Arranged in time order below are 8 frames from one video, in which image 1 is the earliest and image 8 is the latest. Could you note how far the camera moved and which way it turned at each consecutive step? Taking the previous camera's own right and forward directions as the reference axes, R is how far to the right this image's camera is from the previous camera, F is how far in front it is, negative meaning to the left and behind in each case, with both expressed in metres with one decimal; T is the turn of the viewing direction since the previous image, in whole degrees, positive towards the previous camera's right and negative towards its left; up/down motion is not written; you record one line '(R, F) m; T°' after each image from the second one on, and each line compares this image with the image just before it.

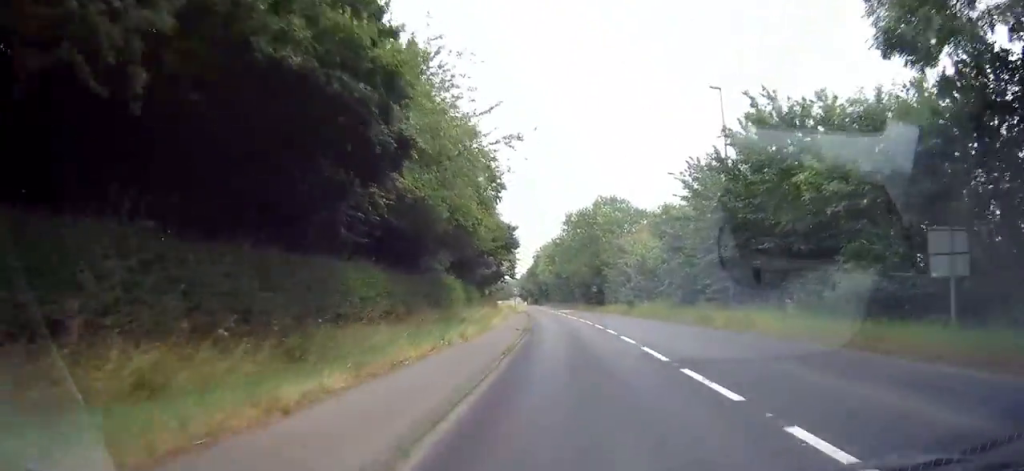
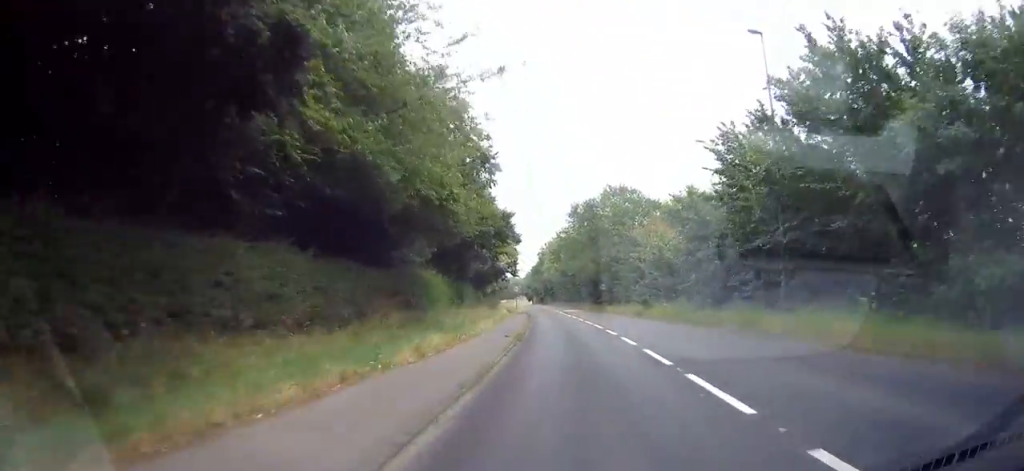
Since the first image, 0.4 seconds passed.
(0.0, +6.9) m; 0°
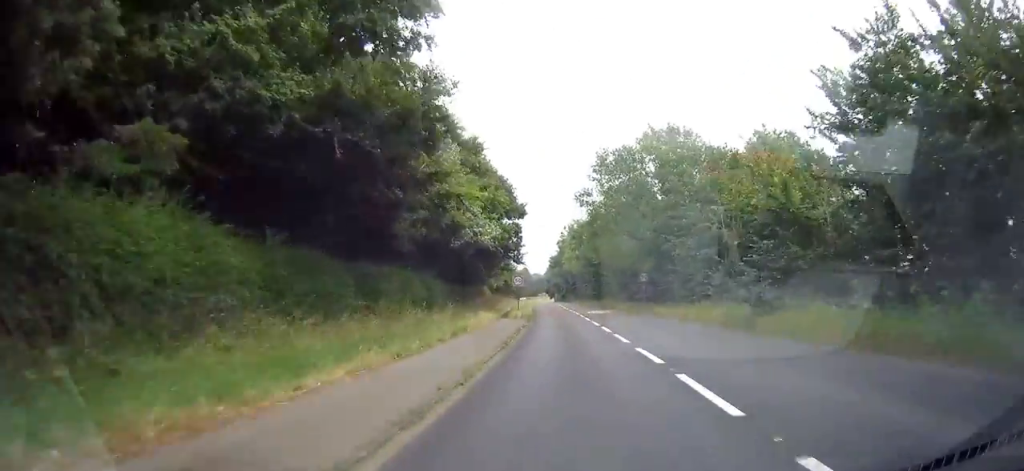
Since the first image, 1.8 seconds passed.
(-0.2, +24.4) m; -2°
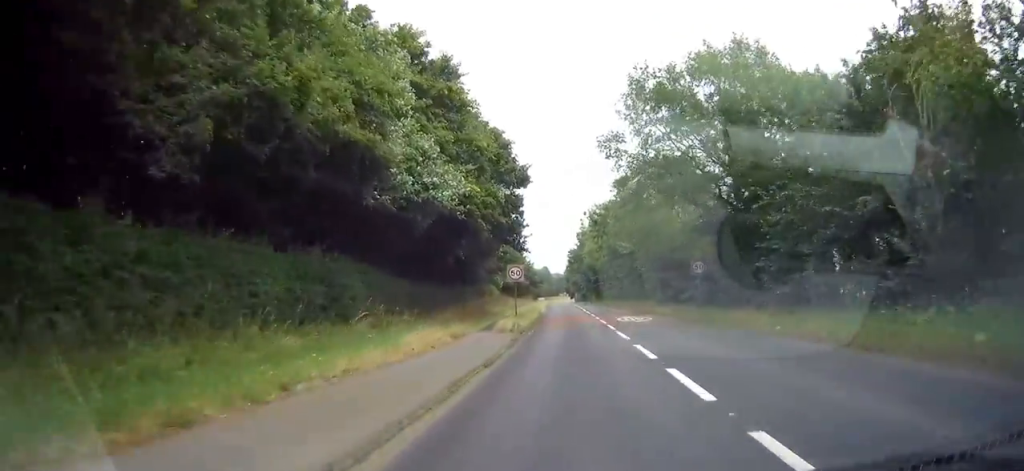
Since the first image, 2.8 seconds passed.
(-0.3, +17.1) m; -2°
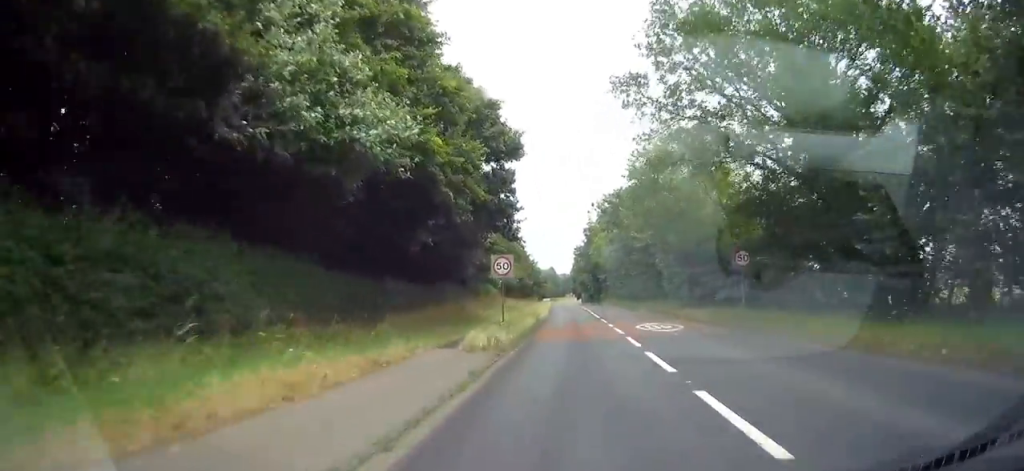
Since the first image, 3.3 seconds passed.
(0.0, +8.9) m; -1°
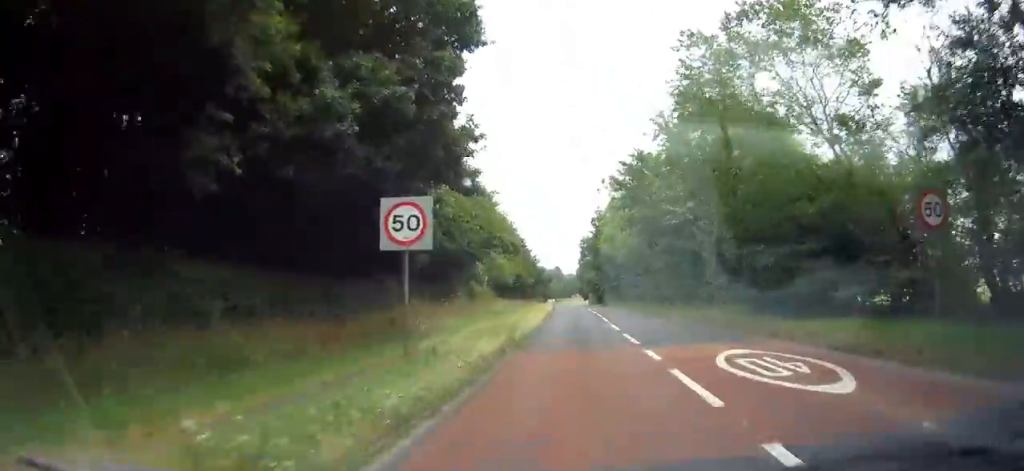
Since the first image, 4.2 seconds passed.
(-0.2, +16.2) m; -1°
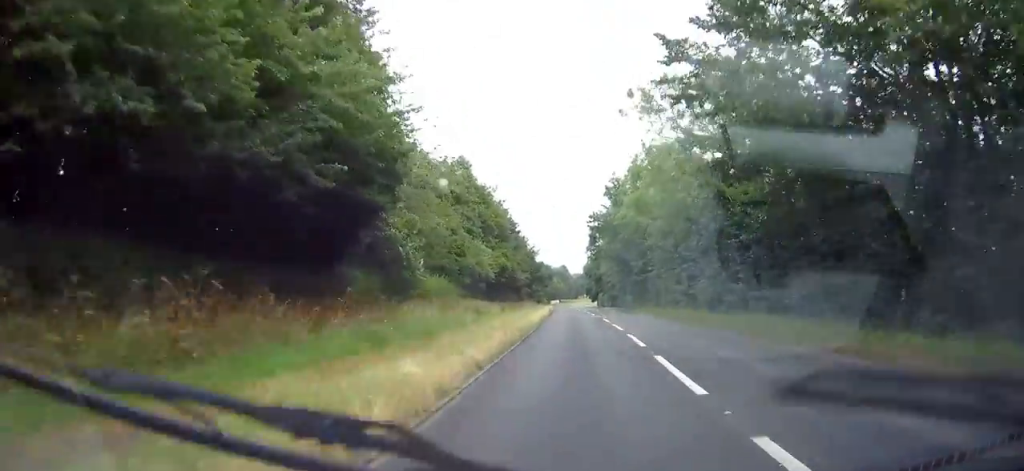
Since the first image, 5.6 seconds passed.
(-0.1, +26.4) m; -1°
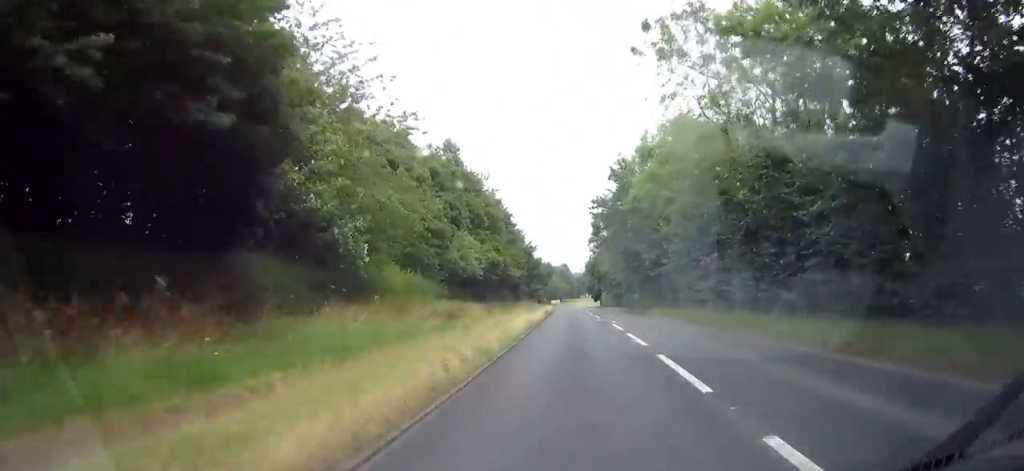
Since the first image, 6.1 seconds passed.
(0.0, +9.0) m; 0°
